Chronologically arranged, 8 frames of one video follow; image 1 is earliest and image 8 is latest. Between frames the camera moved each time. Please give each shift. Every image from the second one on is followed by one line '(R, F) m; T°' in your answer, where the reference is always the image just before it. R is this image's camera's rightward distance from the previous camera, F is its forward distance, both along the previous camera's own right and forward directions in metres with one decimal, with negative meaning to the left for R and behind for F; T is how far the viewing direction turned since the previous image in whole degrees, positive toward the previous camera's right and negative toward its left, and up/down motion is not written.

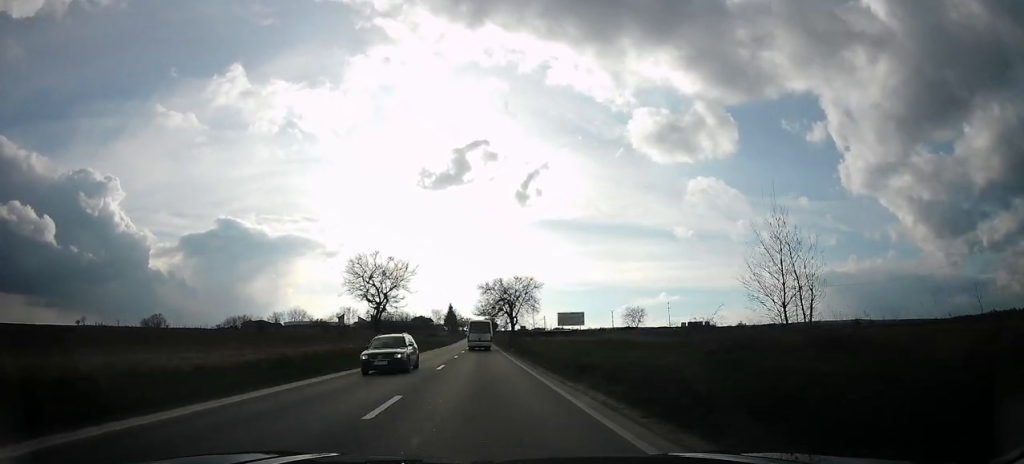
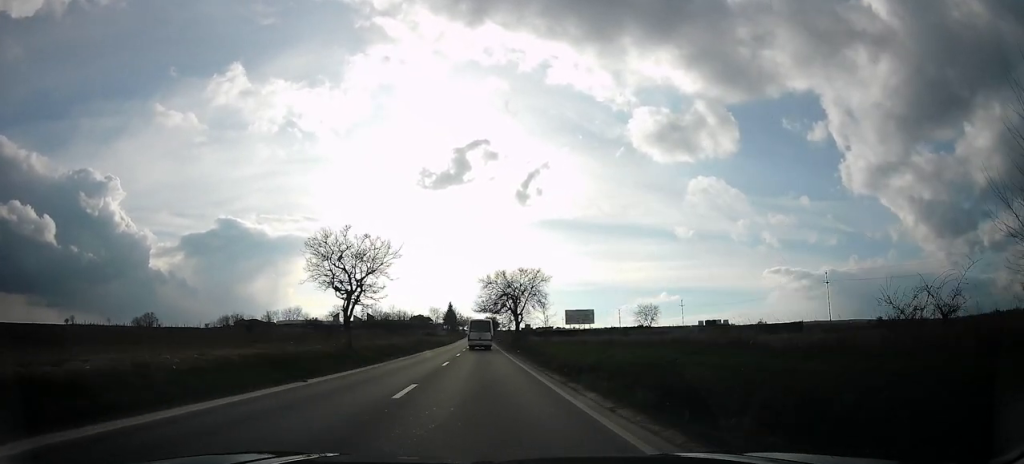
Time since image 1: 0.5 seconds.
(-0.1, +9.5) m; 0°
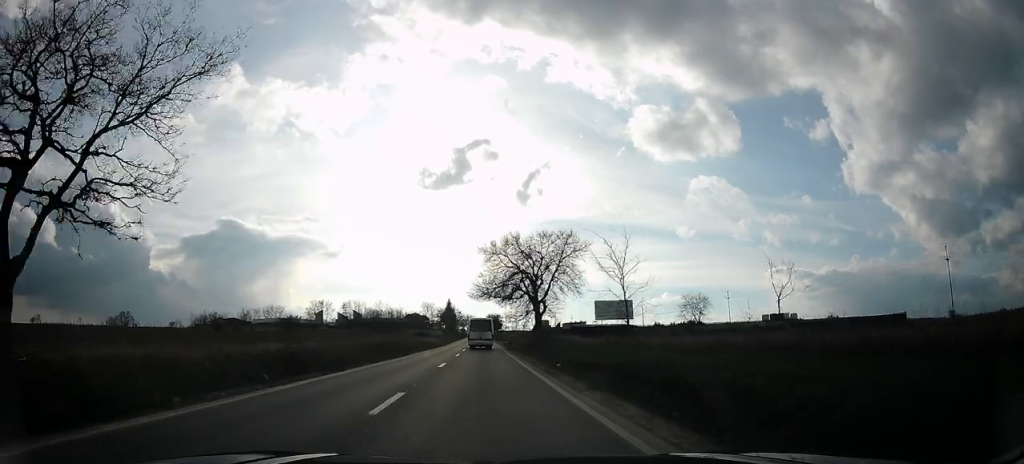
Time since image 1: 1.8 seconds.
(+0.2, +26.7) m; 0°
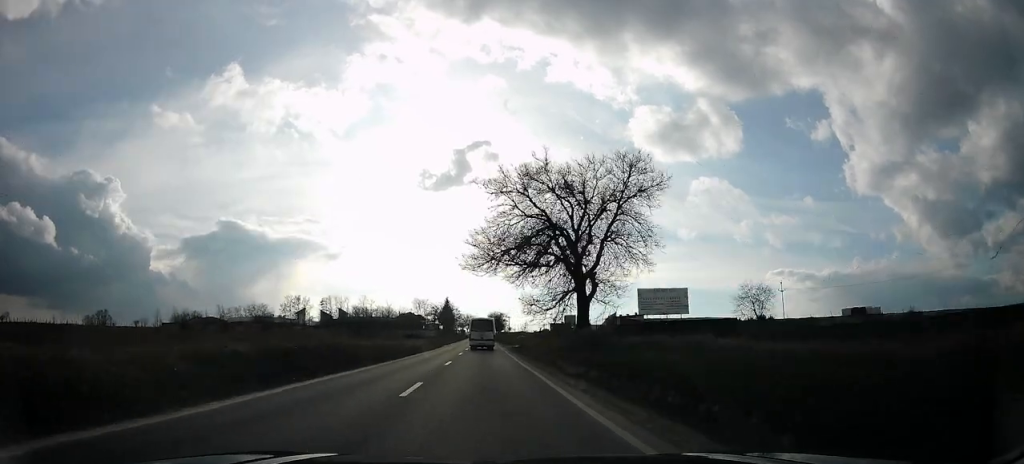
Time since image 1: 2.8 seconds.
(-0.3, +21.6) m; -1°
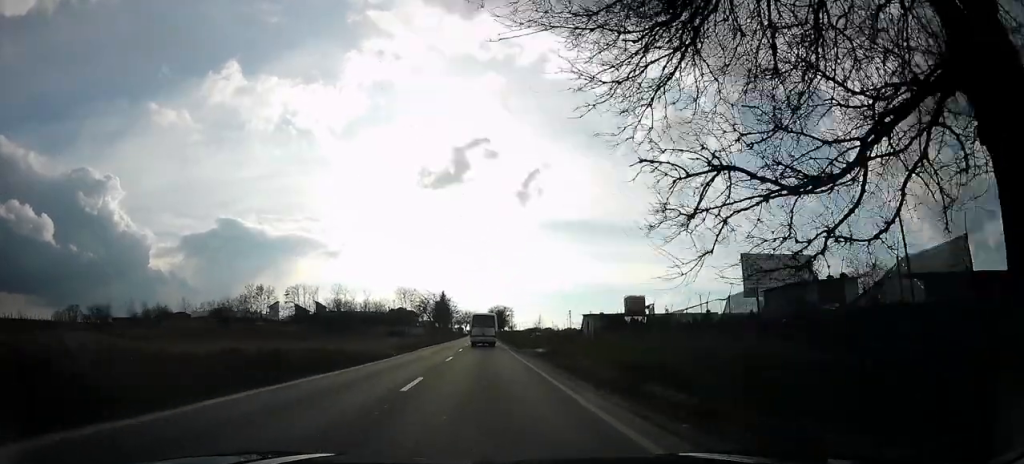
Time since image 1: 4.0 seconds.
(0.0, +24.0) m; 0°
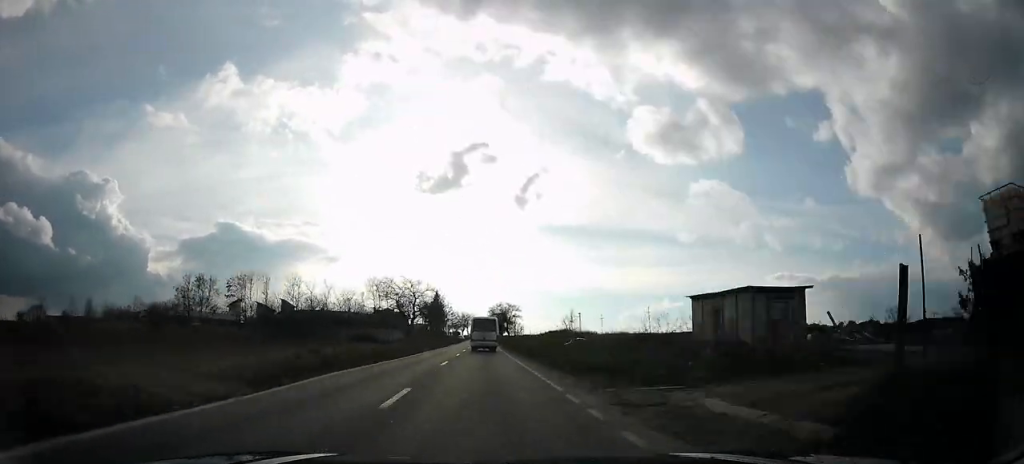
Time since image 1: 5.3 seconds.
(0.0, +25.8) m; 0°
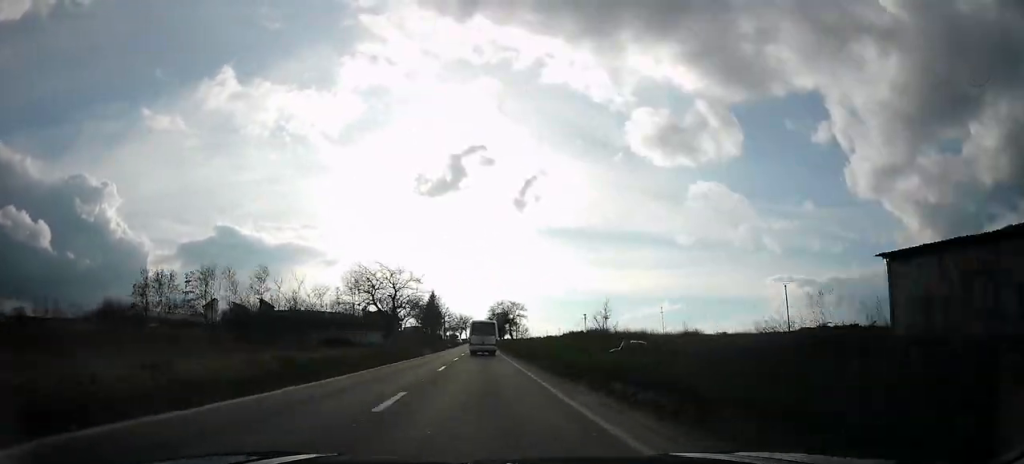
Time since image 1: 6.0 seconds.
(0.0, +12.5) m; +2°
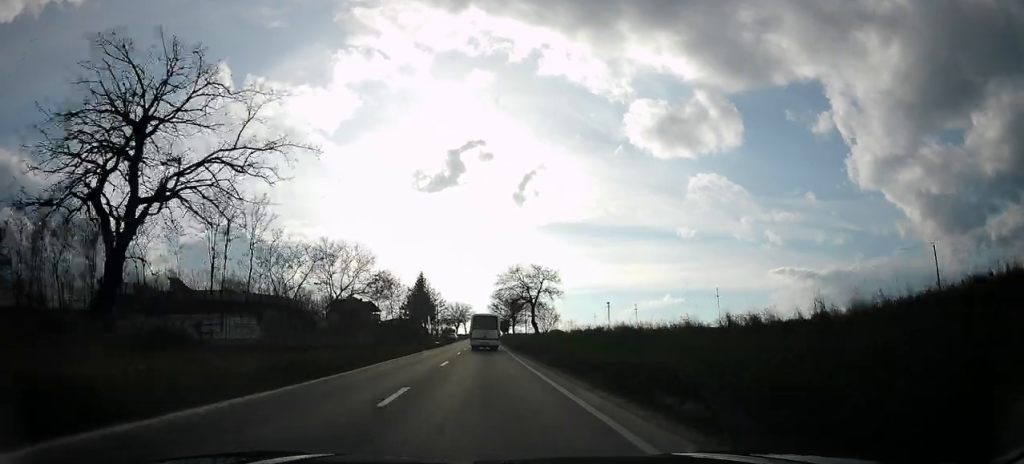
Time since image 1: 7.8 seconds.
(+1.7, +35.2) m; +1°
